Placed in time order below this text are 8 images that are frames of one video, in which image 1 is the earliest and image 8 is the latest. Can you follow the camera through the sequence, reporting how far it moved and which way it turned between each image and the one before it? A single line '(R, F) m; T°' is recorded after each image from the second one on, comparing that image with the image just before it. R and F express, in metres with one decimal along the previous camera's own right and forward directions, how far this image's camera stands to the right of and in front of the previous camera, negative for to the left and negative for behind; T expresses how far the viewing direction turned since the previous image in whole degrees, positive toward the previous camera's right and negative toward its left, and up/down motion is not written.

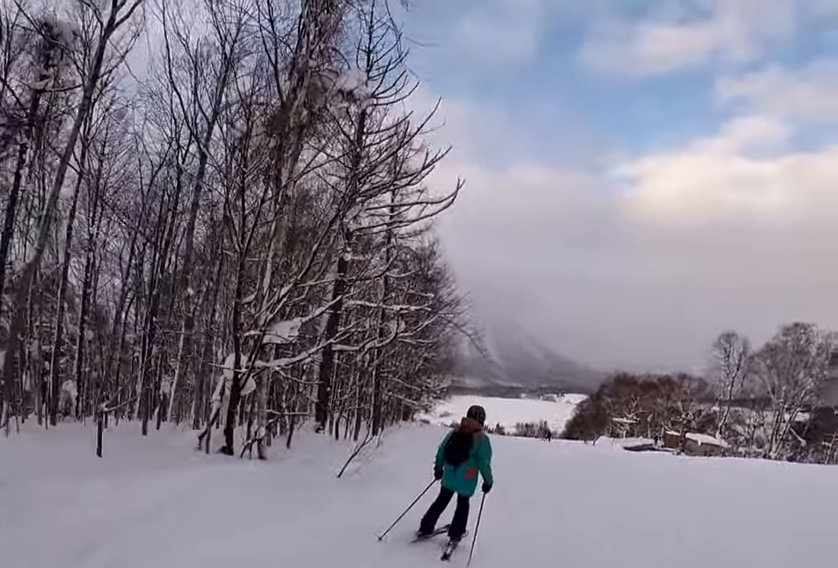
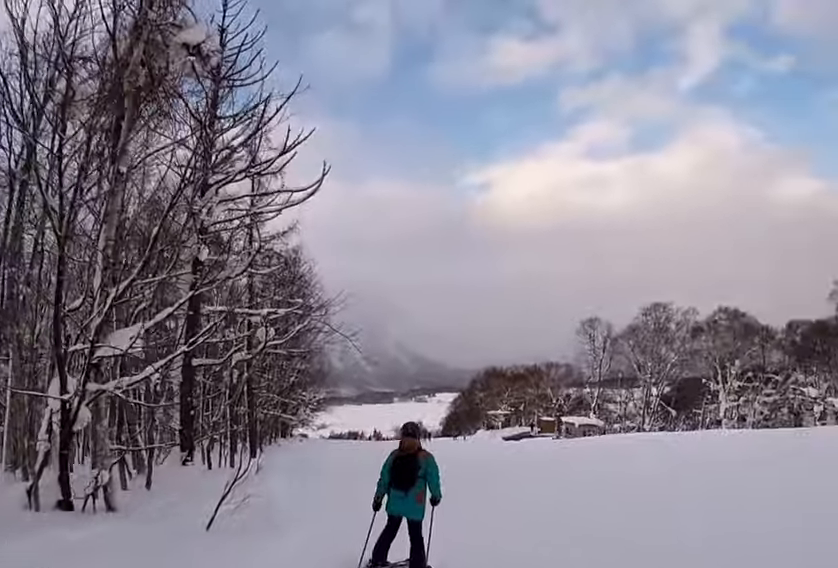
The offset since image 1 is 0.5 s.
(+0.1, +2.1) m; -1°
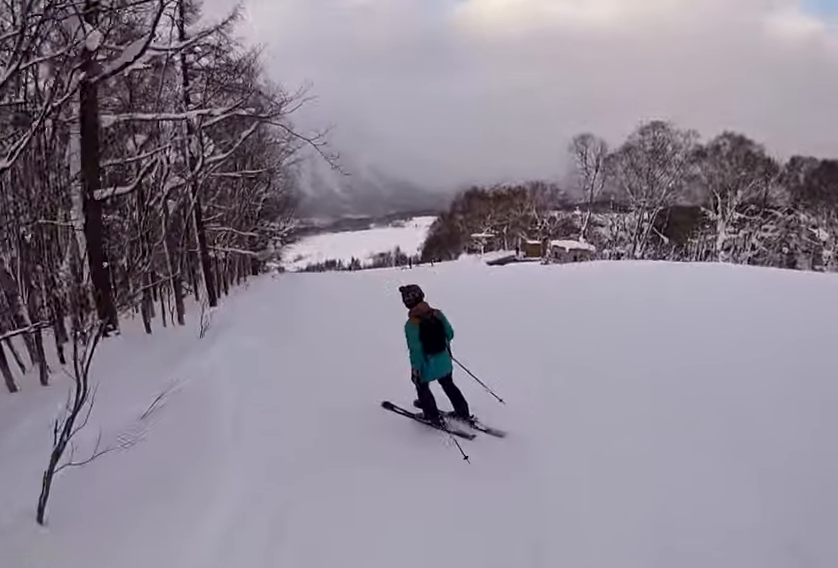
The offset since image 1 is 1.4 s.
(-0.2, +3.7) m; -5°
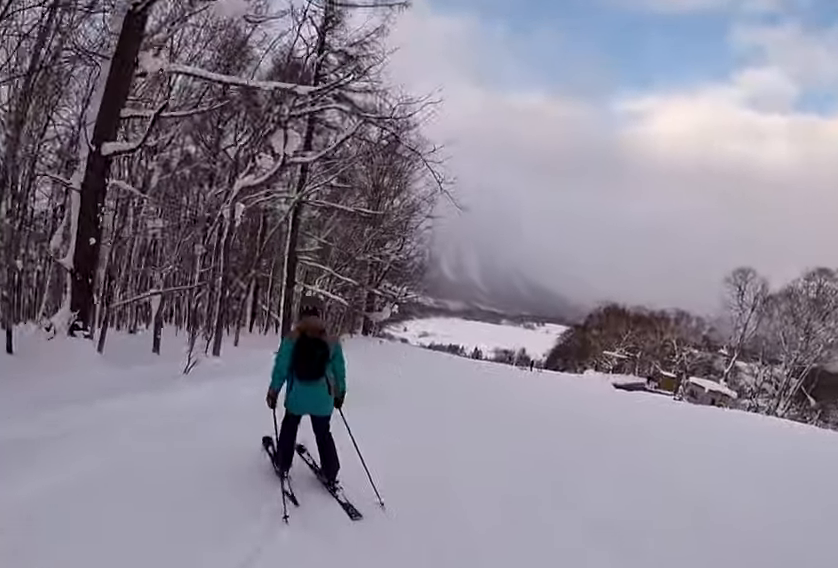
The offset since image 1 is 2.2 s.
(-0.2, +3.6) m; -4°
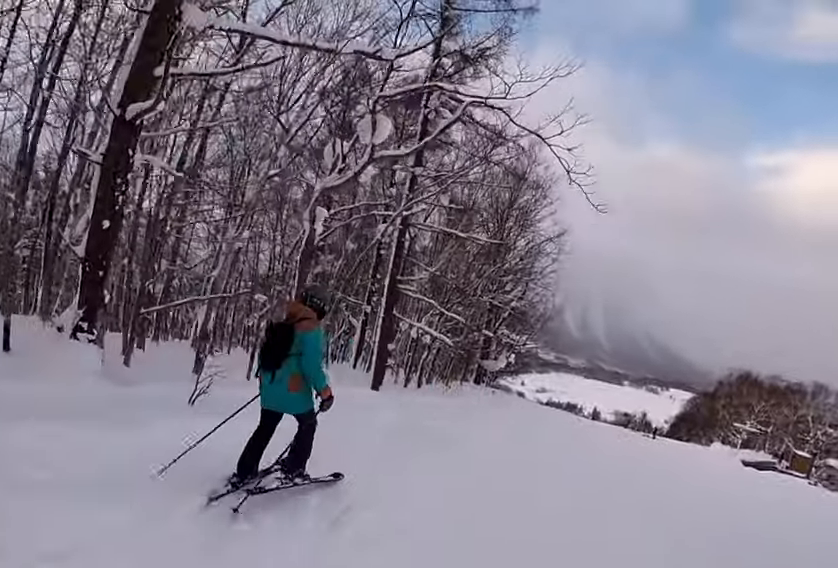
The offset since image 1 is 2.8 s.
(0.0, +2.0) m; -1°
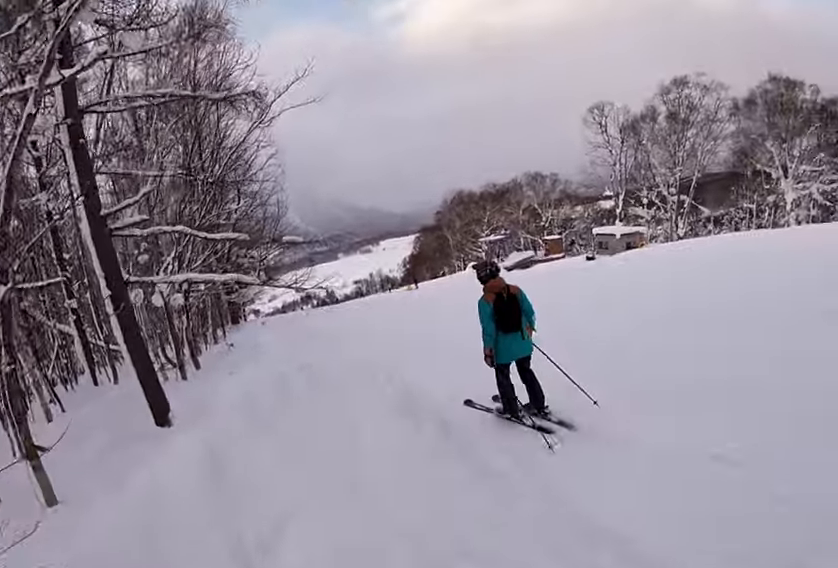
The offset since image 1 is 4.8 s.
(0.0, +7.9) m; 0°
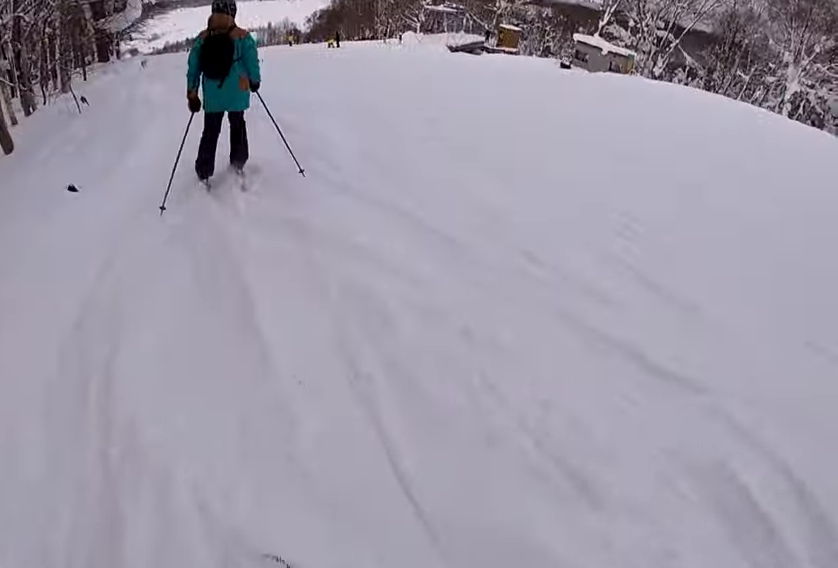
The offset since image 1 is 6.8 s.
(+0.5, +7.4) m; +9°
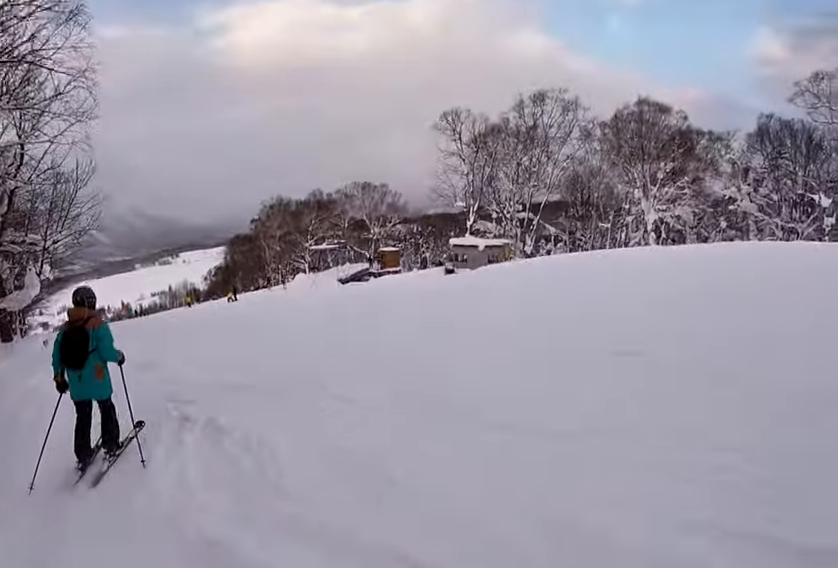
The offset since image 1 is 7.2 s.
(+0.1, +1.7) m; 0°
